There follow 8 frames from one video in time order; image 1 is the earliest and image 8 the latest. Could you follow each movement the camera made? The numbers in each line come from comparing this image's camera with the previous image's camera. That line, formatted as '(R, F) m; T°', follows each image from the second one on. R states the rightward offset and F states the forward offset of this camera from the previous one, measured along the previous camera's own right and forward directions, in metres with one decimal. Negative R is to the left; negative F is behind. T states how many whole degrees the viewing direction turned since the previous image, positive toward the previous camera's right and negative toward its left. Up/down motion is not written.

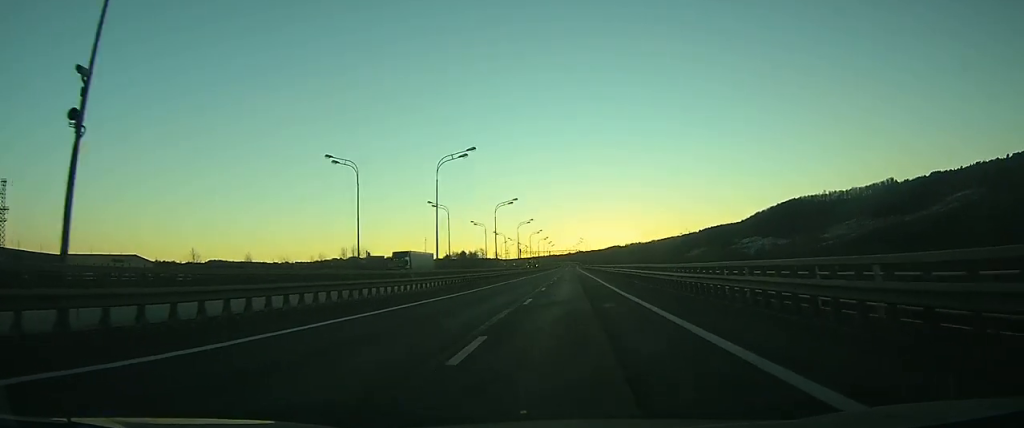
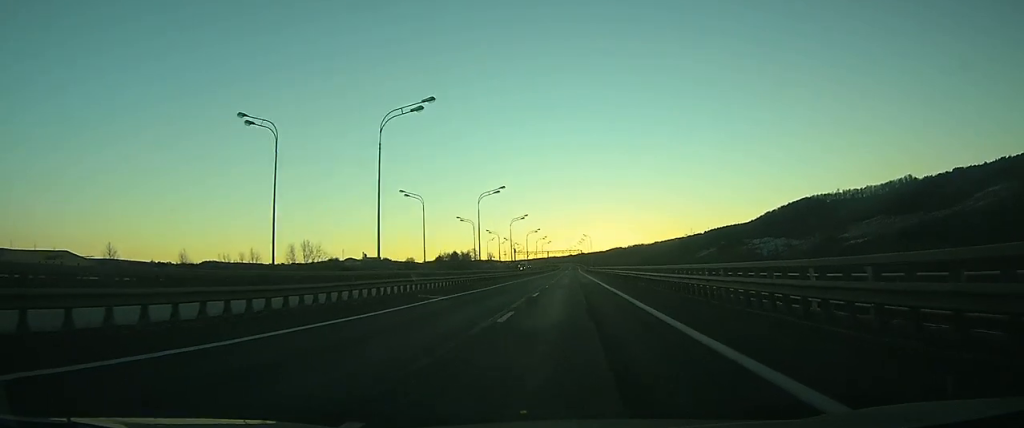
(0.0, +41.2) m; 0°
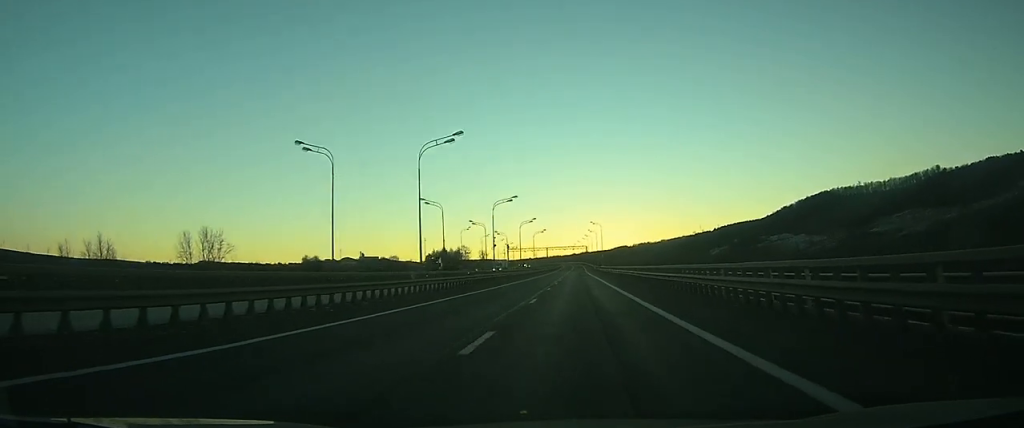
(-0.2, +51.1) m; 0°
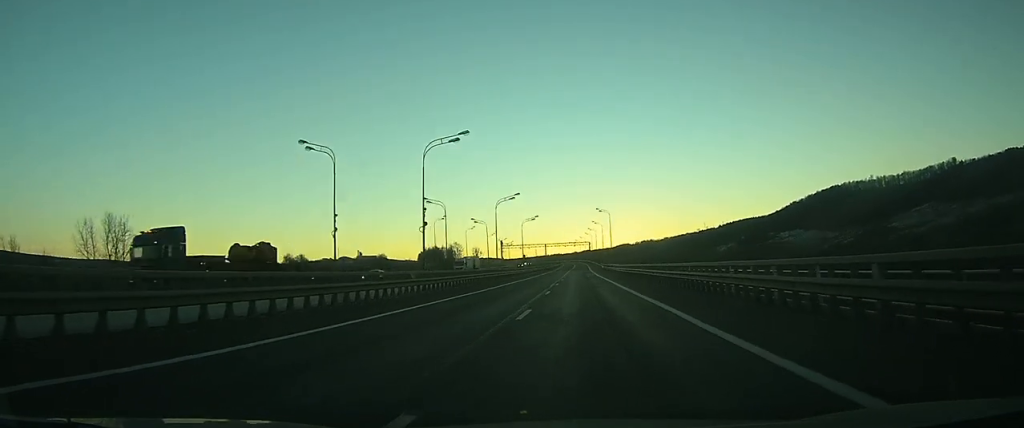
(0.0, +30.7) m; 0°
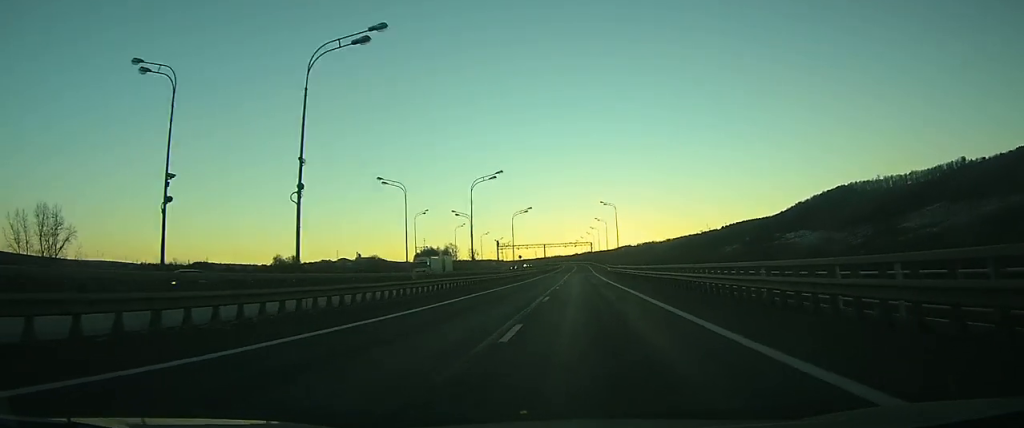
(0.0, +16.4) m; 0°
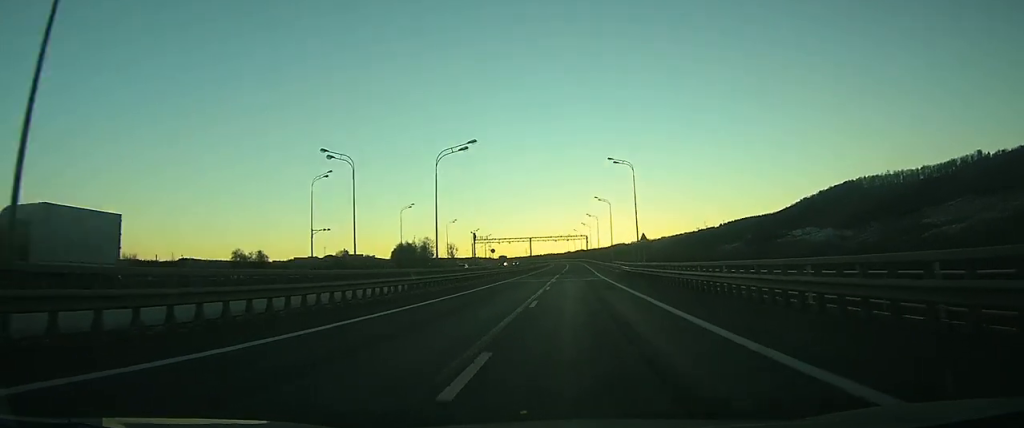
(+0.3, +42.1) m; +1°
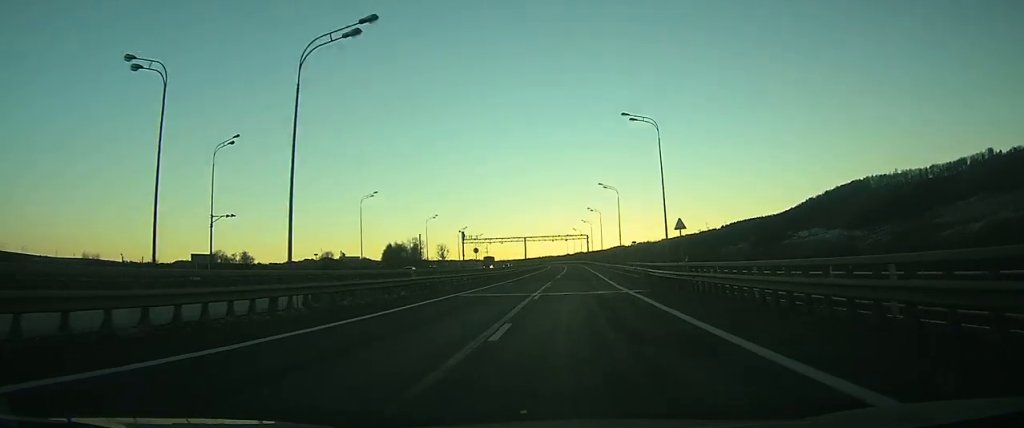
(+0.1, +19.4) m; 0°
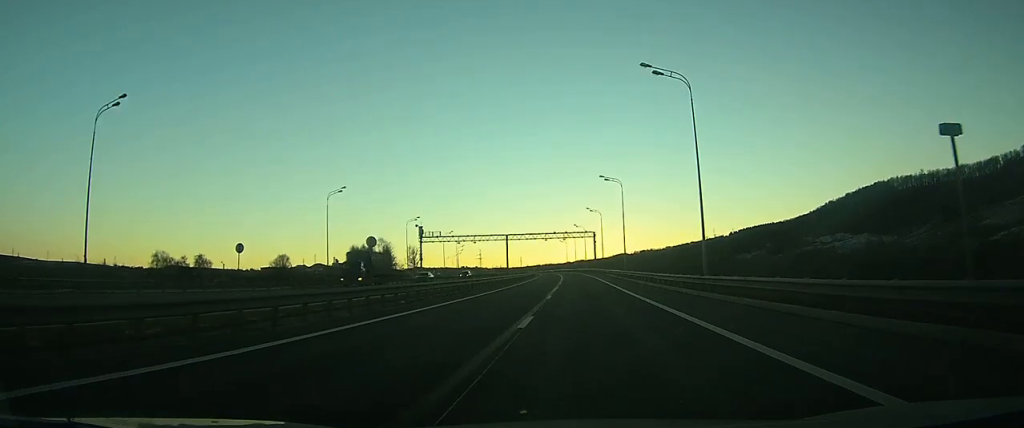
(+0.1, +48.0) m; 0°
